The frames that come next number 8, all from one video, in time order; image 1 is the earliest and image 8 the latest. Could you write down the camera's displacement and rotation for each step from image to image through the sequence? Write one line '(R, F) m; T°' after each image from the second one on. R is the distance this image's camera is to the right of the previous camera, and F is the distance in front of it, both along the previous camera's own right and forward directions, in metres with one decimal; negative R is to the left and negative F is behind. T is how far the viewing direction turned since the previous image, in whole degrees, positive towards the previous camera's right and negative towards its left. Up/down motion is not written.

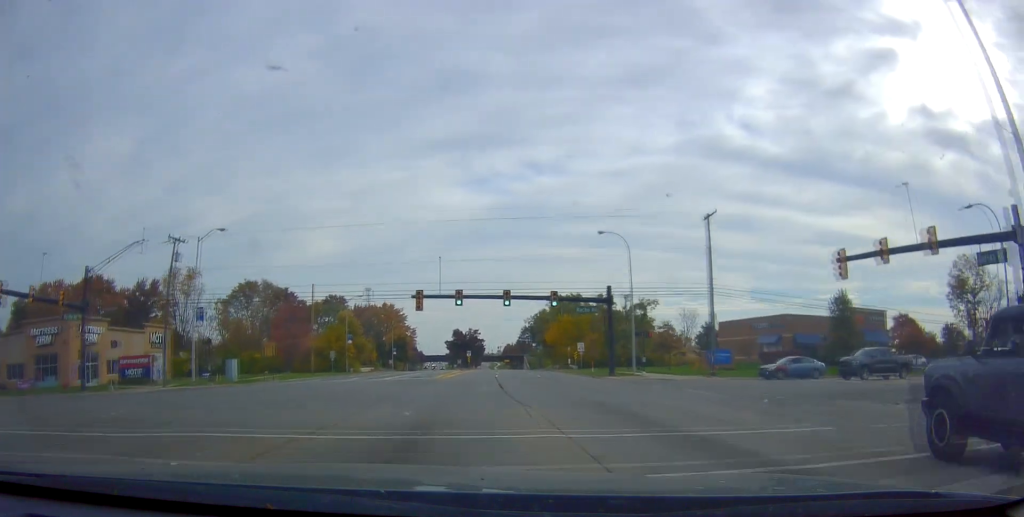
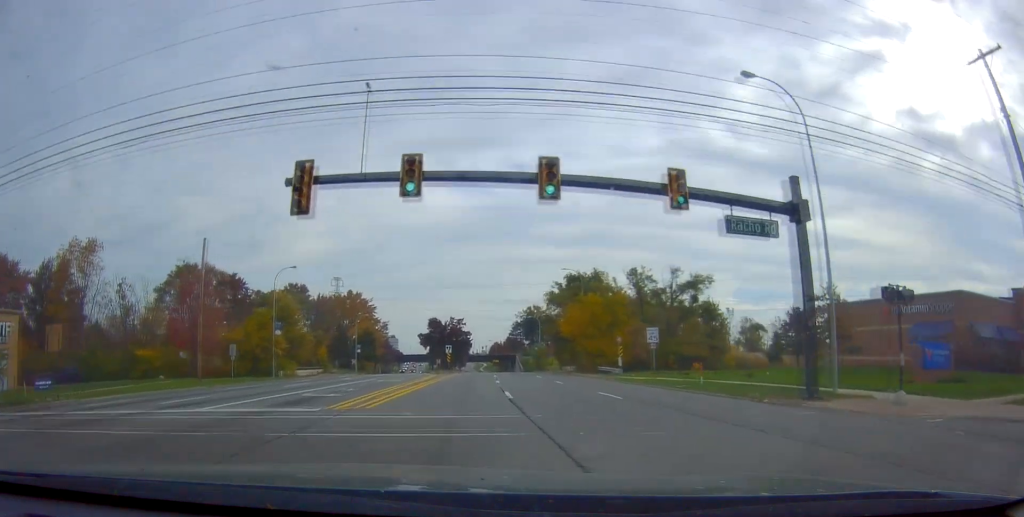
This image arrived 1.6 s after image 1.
(+0.6, +30.6) m; +2°
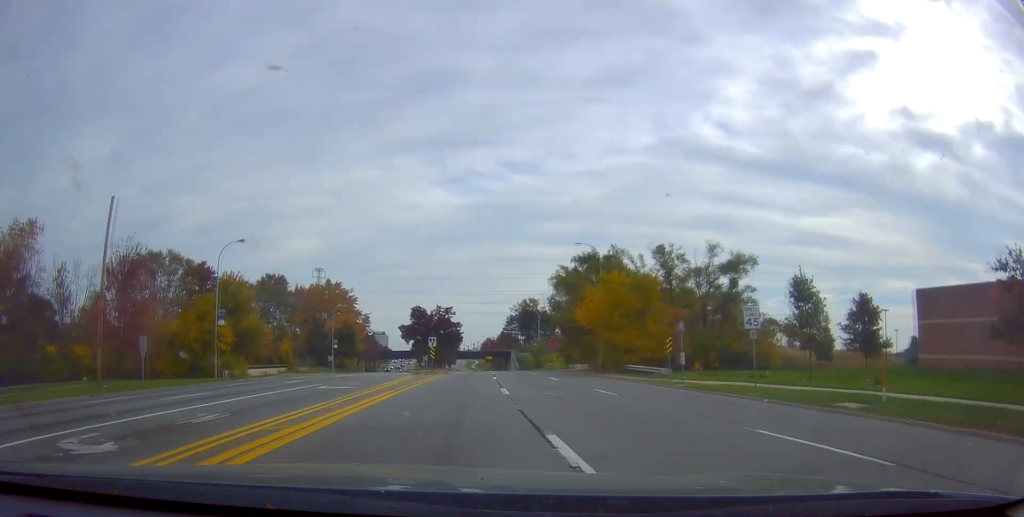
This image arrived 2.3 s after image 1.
(+0.2, +14.1) m; 0°
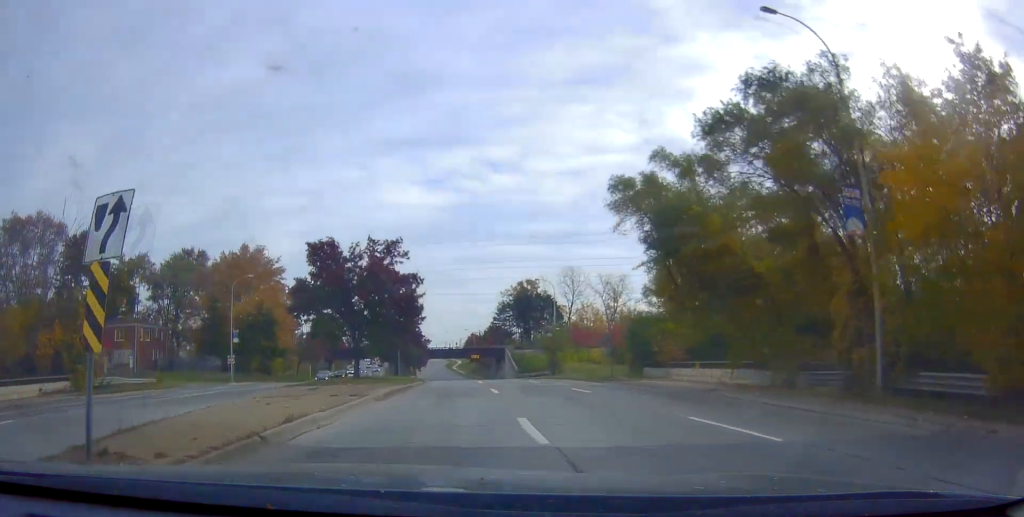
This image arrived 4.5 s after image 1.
(+1.5, +42.2) m; +3°
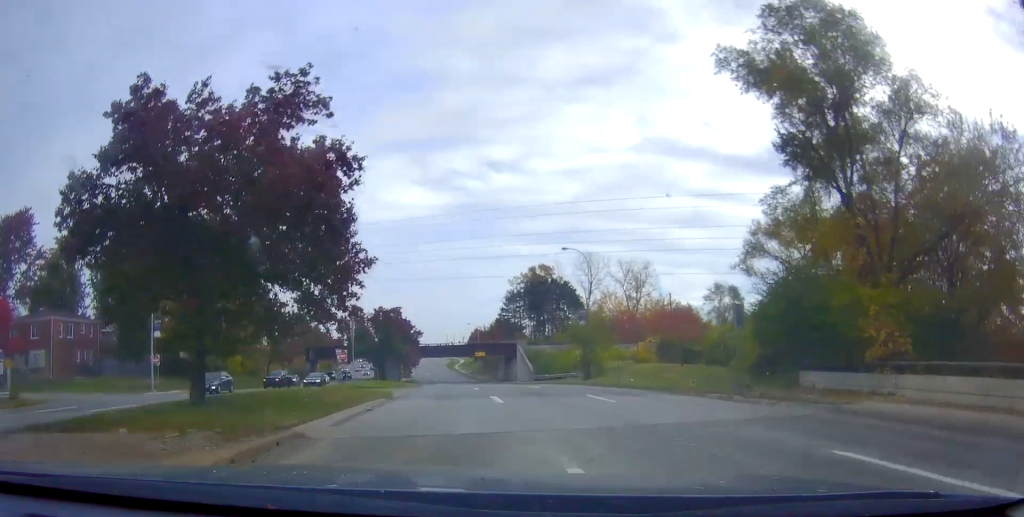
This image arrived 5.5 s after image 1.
(-0.5, +20.1) m; -2°
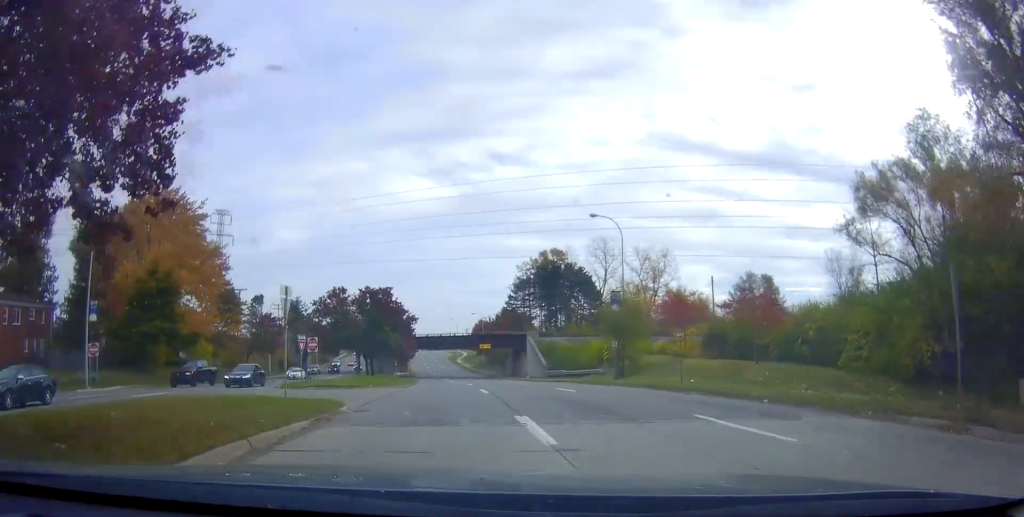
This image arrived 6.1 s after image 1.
(-0.7, +11.1) m; 0°
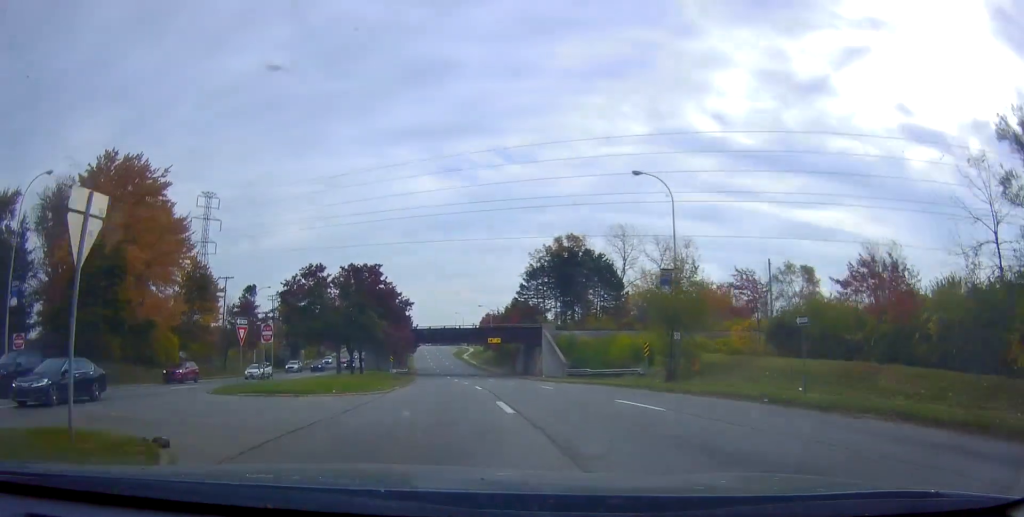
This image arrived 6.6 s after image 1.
(+0.6, +10.4) m; 0°
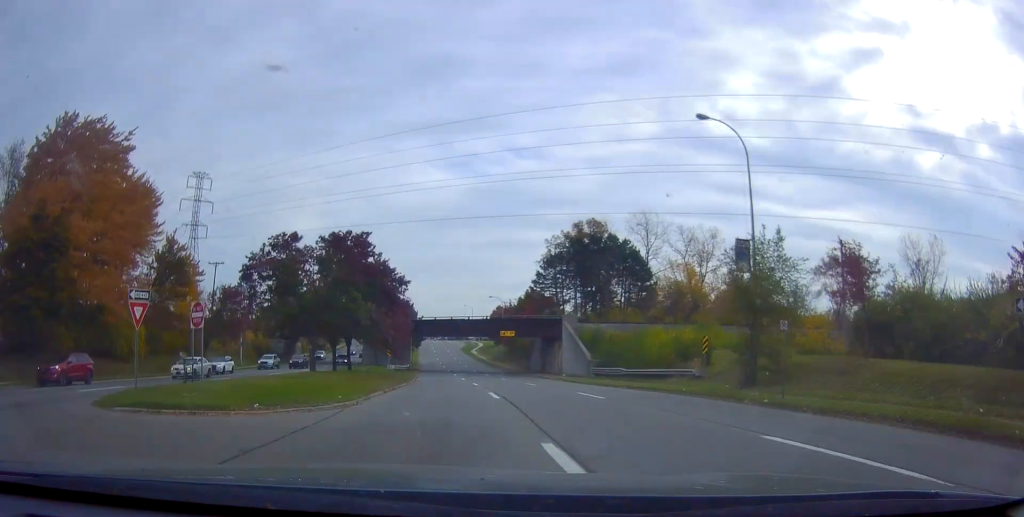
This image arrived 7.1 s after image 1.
(+0.5, +9.1) m; 0°
